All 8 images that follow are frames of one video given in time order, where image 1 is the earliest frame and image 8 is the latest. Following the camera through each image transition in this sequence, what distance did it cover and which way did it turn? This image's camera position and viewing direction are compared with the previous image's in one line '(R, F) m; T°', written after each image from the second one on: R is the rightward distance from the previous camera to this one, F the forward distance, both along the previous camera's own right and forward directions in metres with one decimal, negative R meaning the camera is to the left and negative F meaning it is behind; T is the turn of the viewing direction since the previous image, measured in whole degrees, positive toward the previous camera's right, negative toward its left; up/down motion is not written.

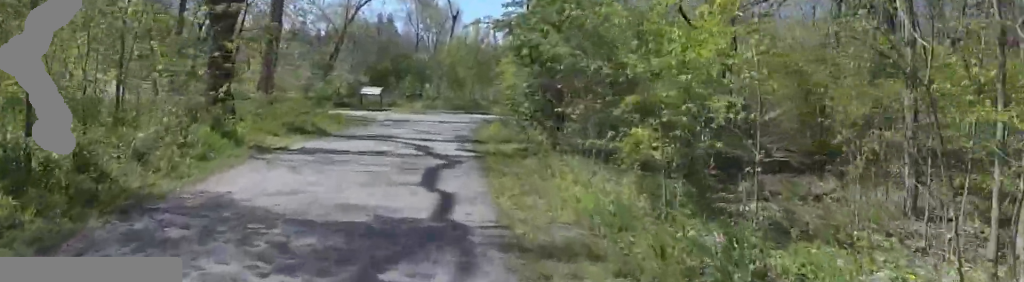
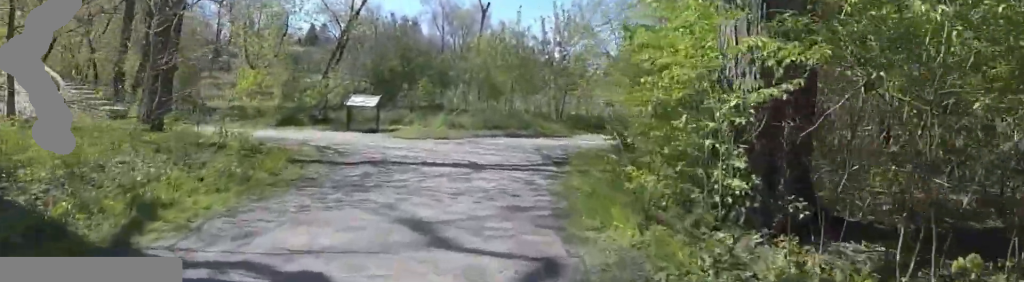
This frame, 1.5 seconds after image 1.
(-0.4, +10.0) m; +3°
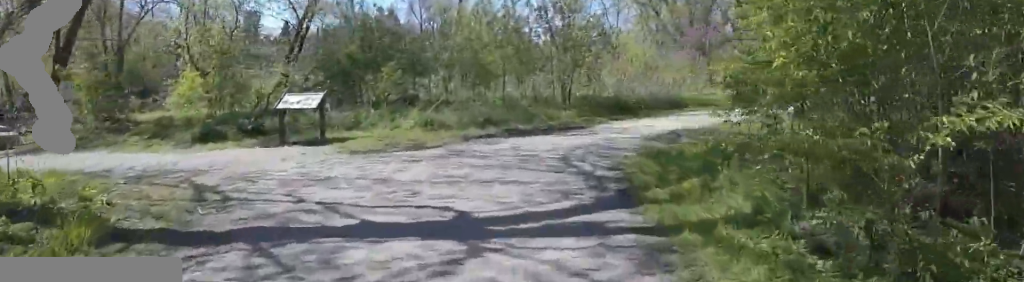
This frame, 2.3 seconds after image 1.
(+0.3, +5.8) m; +10°
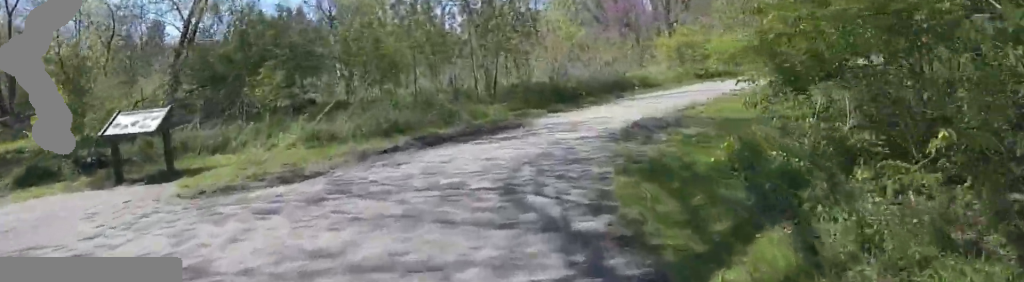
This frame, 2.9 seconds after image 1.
(+0.5, +3.5) m; +5°
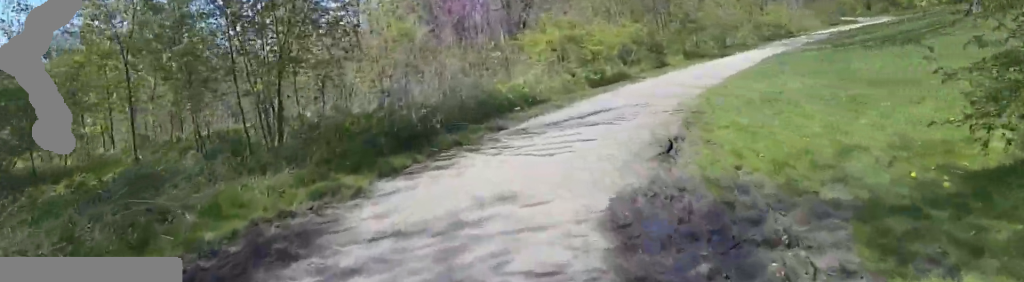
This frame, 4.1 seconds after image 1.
(+0.4, +7.3) m; +10°
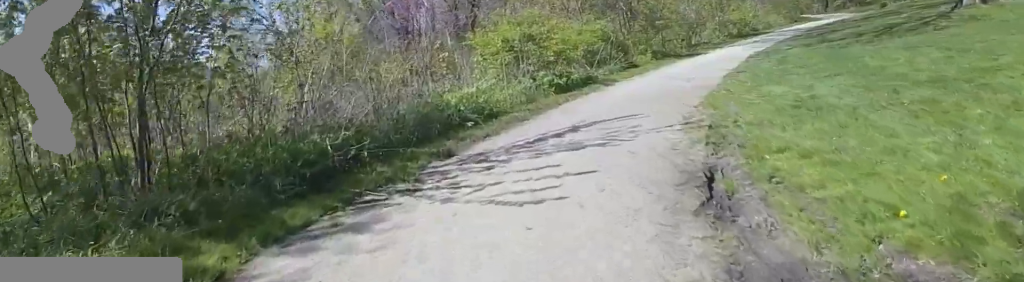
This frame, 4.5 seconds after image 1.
(+0.1, +2.3) m; +4°
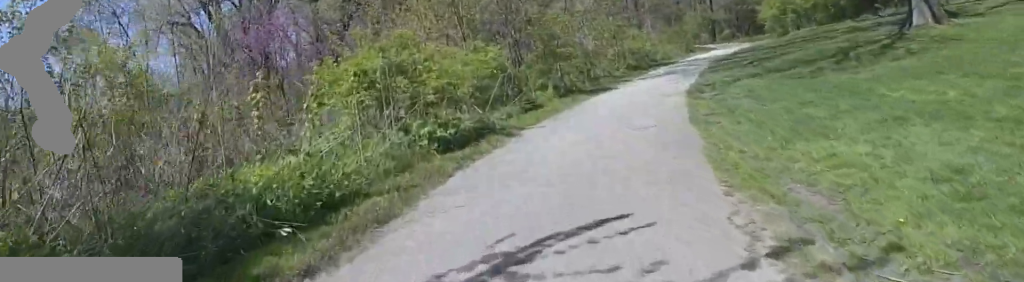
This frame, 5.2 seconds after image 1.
(+0.4, +3.8) m; +8°
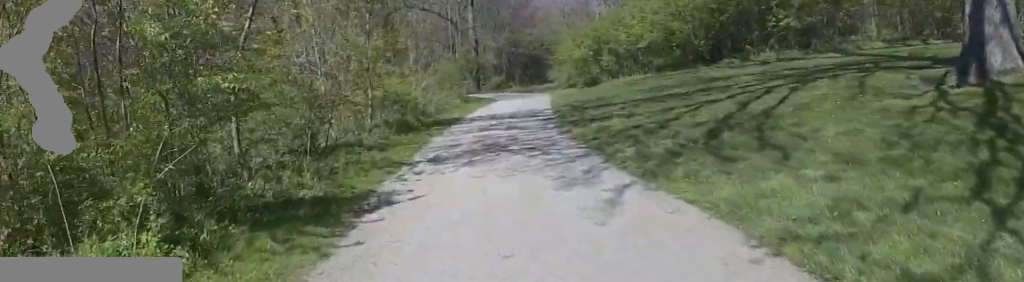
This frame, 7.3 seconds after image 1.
(+2.3, +10.5) m; +17°
